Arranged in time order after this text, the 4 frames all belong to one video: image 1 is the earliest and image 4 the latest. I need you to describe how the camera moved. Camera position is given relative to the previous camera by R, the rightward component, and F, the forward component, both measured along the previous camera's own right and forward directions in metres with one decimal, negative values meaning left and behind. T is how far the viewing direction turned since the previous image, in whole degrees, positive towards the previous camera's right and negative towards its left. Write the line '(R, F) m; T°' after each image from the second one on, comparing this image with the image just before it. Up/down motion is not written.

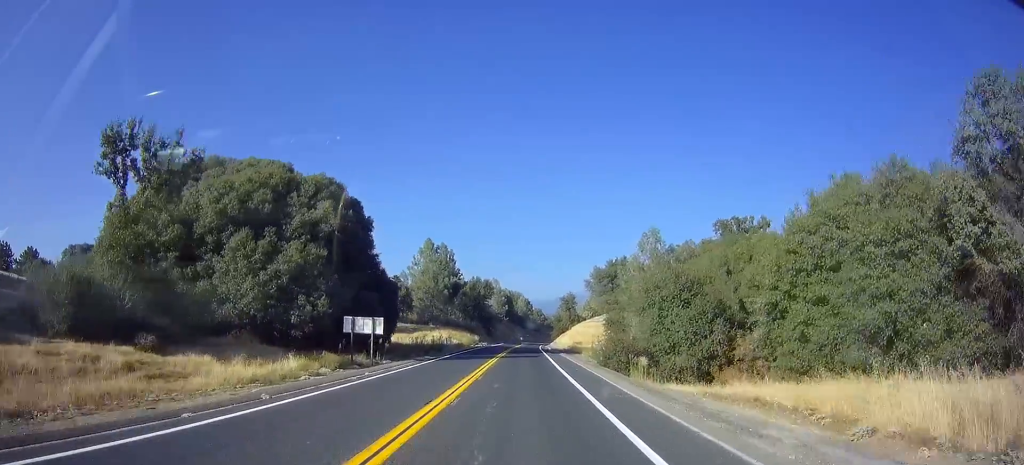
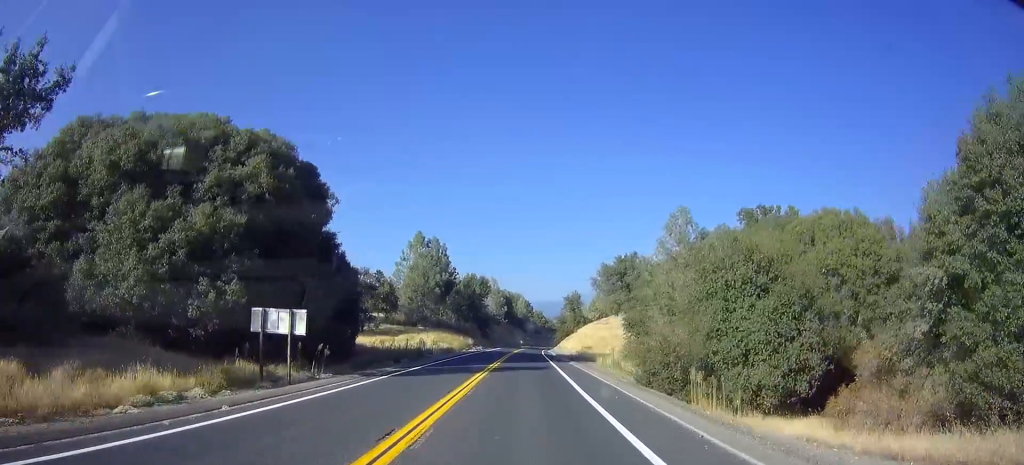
(0.0, +11.1) m; 0°
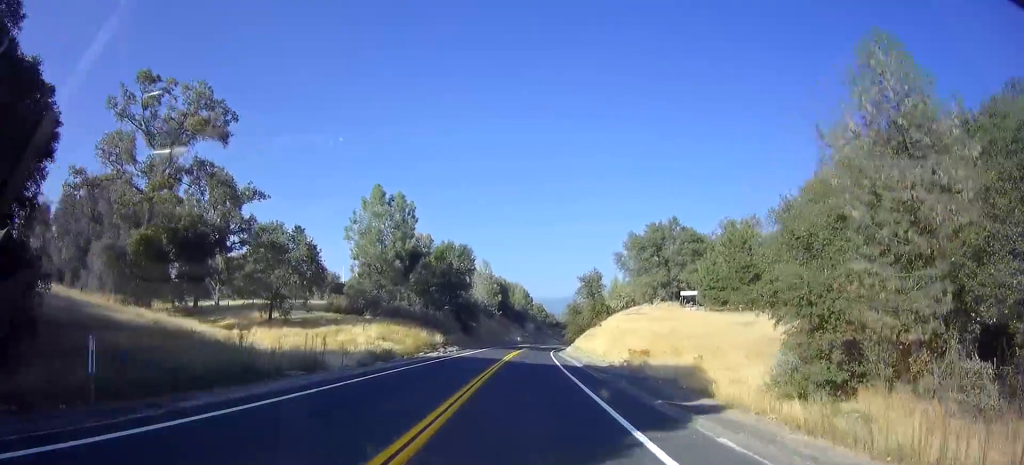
(-0.2, +30.1) m; 0°
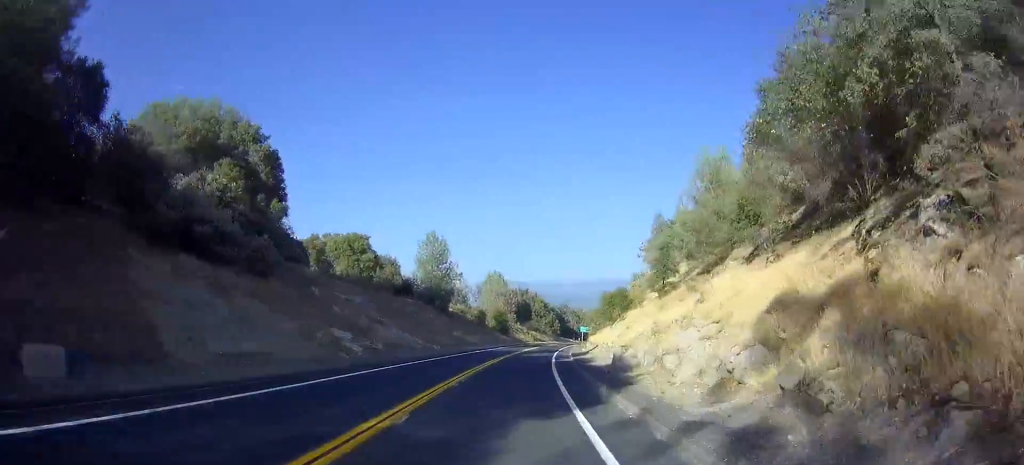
(+16.2, +153.8) m; +13°
